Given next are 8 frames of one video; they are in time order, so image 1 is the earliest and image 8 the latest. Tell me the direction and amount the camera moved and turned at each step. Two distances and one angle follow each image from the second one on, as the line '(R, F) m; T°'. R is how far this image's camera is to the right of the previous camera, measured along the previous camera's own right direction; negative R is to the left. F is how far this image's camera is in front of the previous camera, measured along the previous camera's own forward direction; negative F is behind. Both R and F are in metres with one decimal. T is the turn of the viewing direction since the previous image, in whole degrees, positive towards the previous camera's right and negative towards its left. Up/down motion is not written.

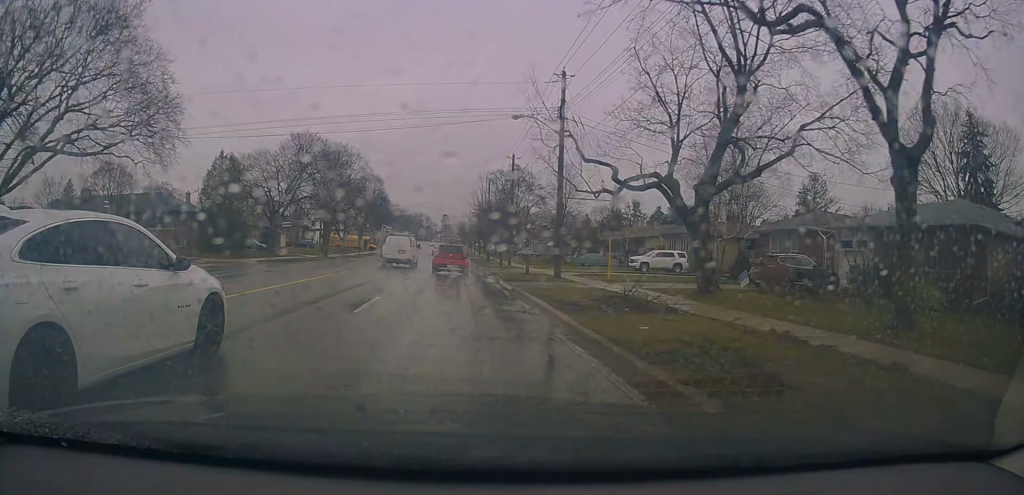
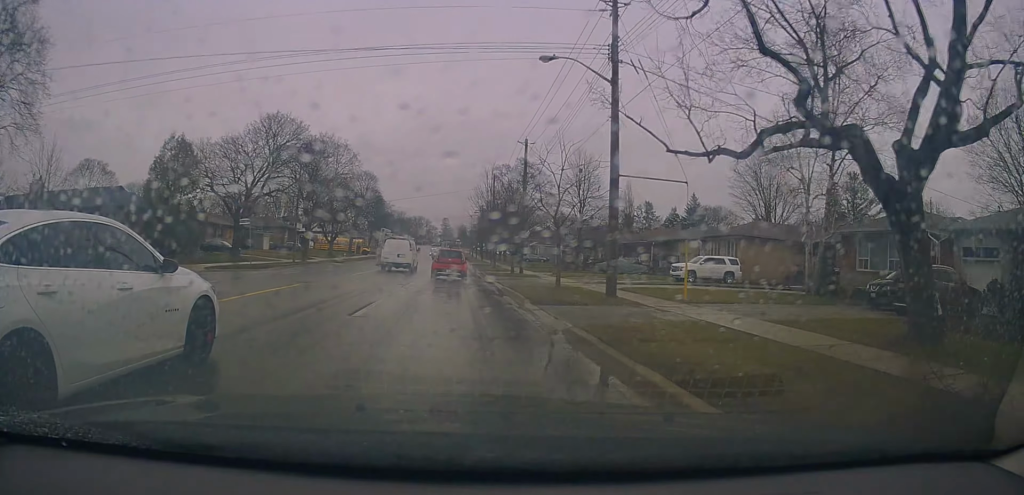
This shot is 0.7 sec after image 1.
(+0.3, +8.4) m; -2°
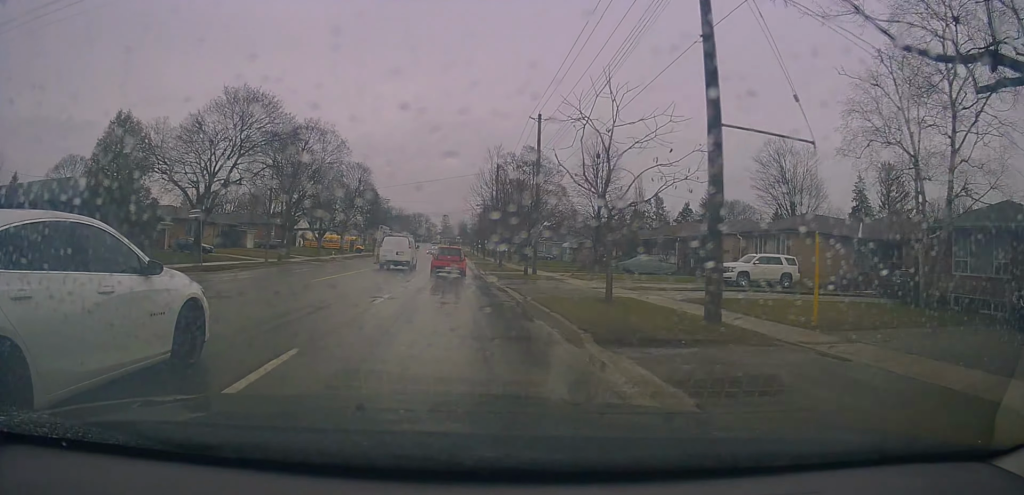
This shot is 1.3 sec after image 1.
(-0.4, +7.0) m; -1°
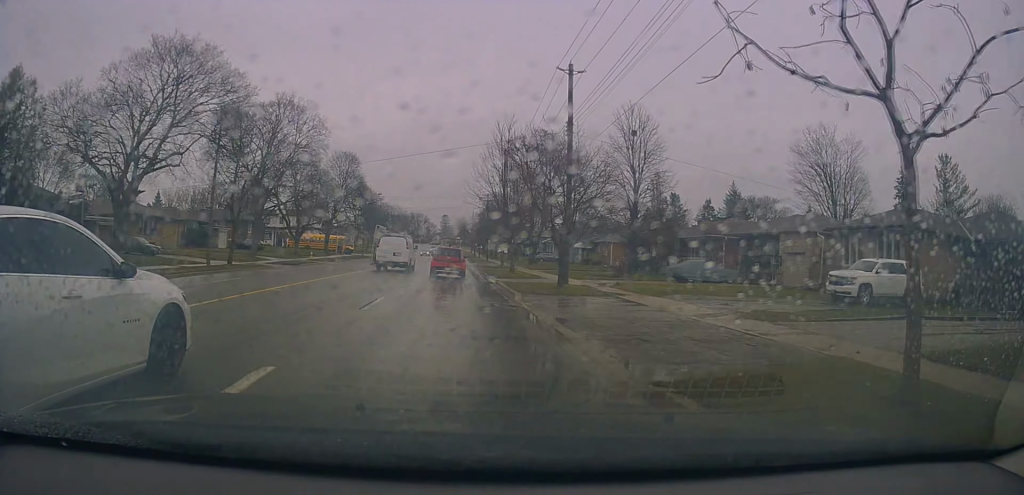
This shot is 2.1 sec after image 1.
(-0.2, +10.5) m; 0°
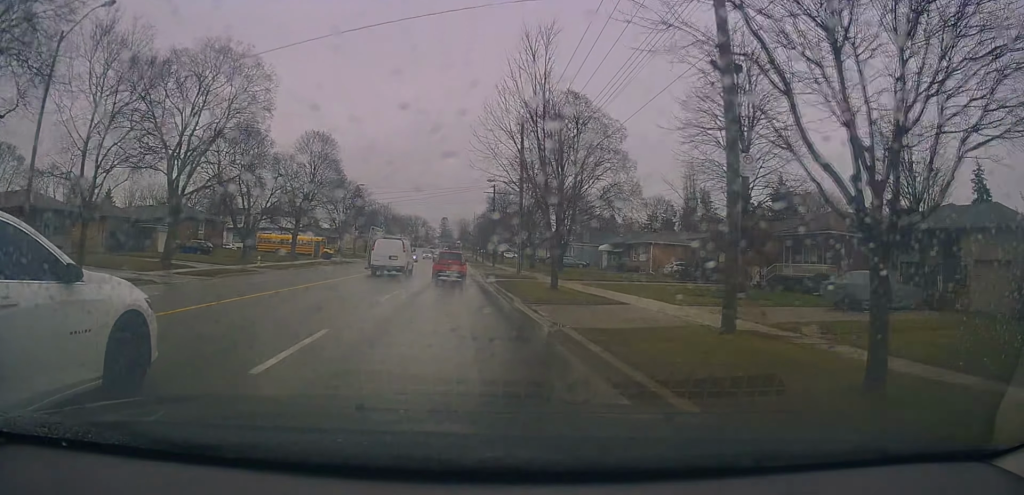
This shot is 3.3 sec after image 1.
(+0.3, +16.9) m; +1°
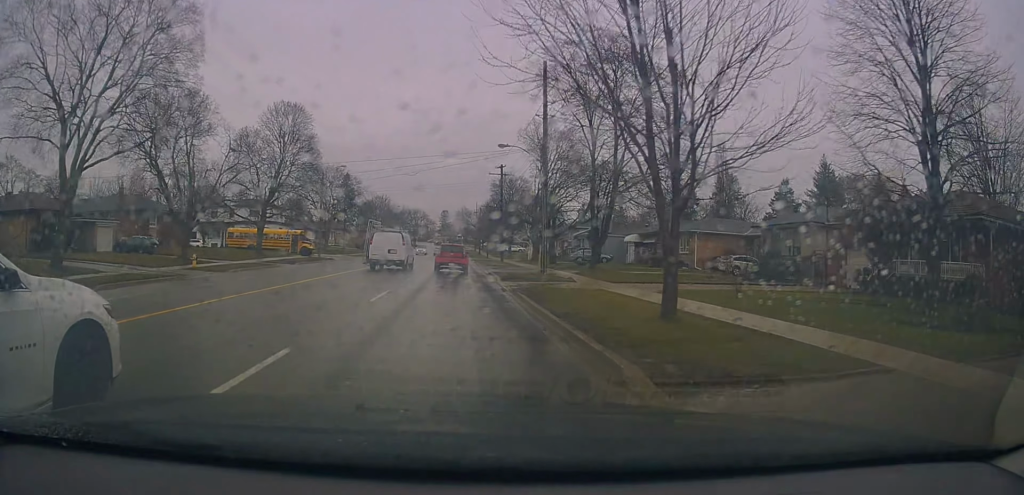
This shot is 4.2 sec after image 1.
(0.0, +11.5) m; -1°
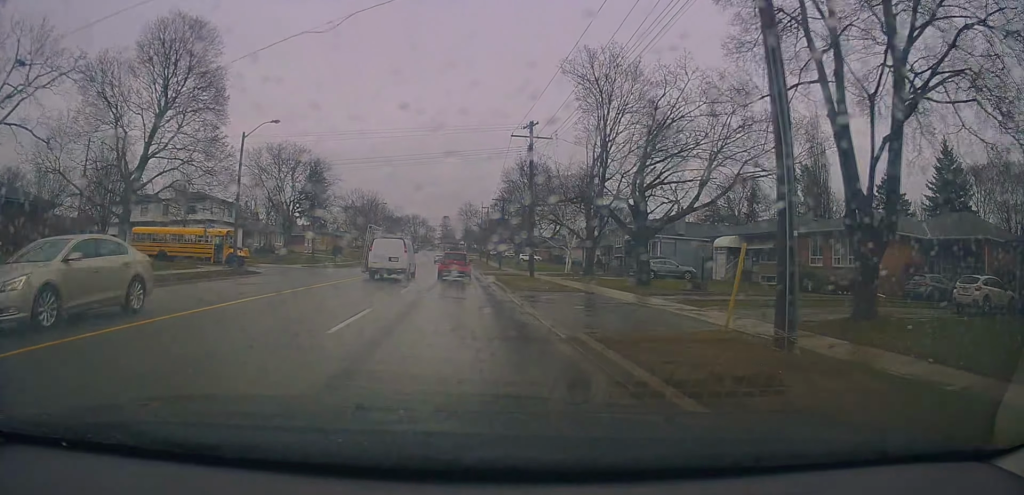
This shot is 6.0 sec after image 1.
(-0.4, +21.4) m; -1°
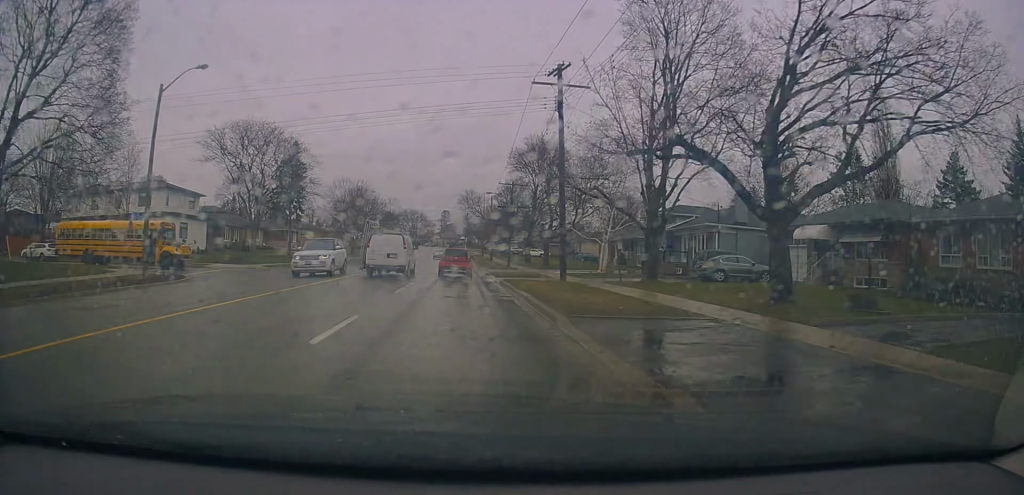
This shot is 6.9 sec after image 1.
(+0.1, +10.8) m; +2°
